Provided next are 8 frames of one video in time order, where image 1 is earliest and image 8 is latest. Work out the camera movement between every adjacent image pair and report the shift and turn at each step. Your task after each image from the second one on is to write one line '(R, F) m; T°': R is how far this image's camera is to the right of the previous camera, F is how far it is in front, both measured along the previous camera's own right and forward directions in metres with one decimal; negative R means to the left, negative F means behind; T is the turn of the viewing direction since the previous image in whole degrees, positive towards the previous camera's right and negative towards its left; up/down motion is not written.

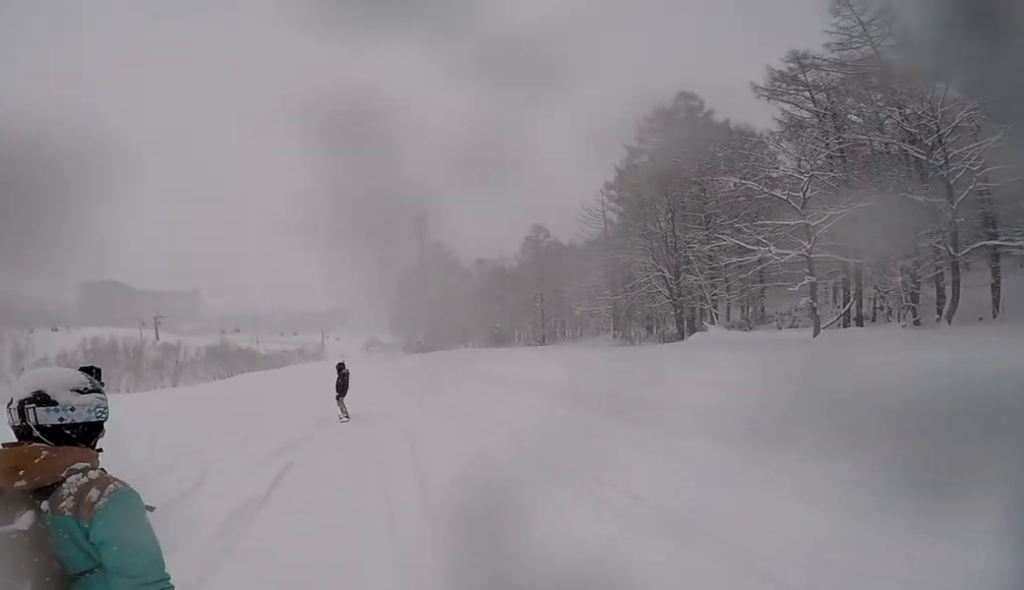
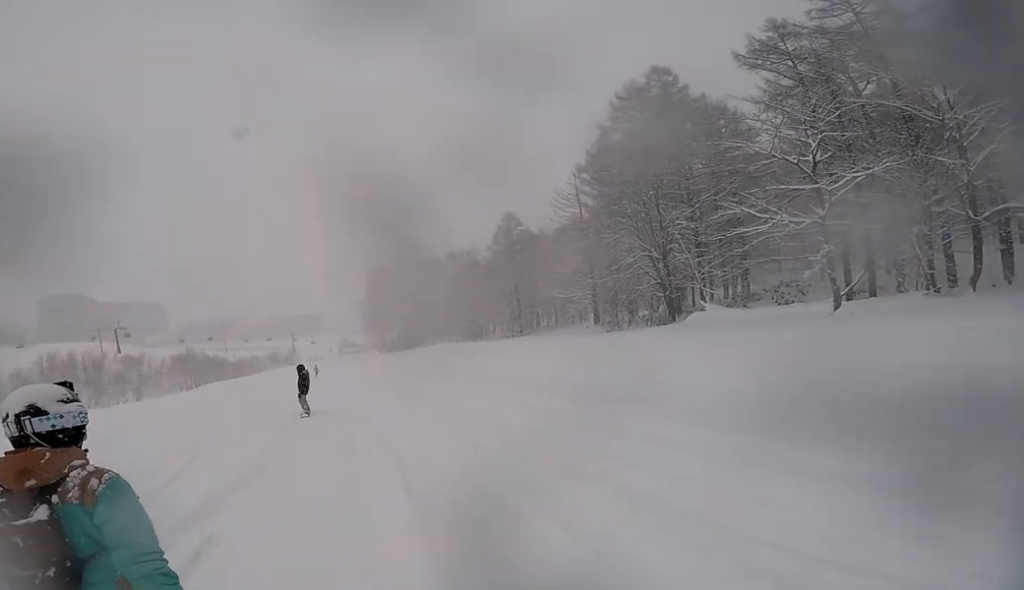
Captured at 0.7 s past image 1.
(+0.2, +3.4) m; -1°
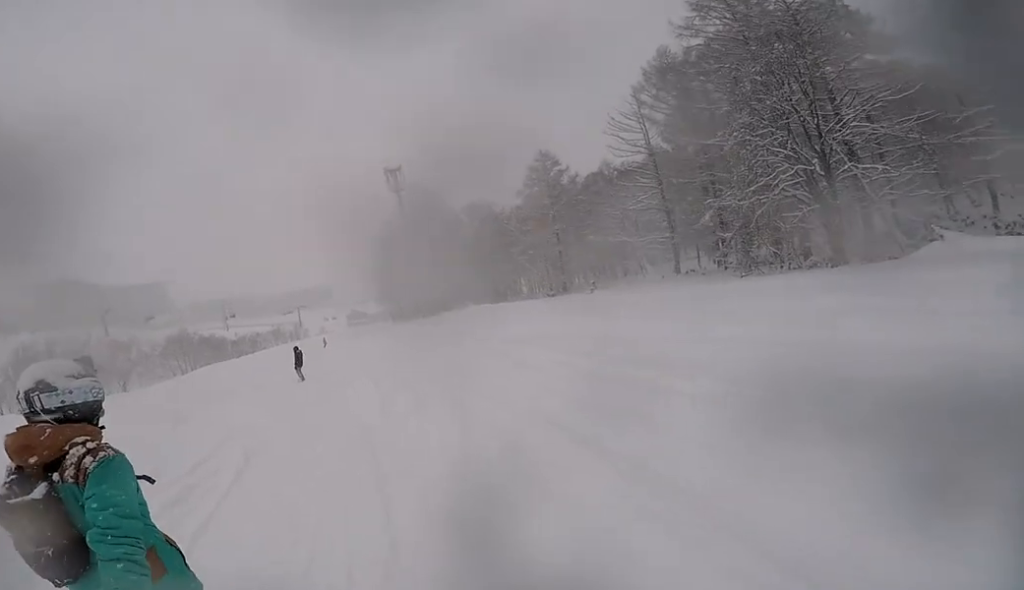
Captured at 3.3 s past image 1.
(-2.8, +12.8) m; -4°
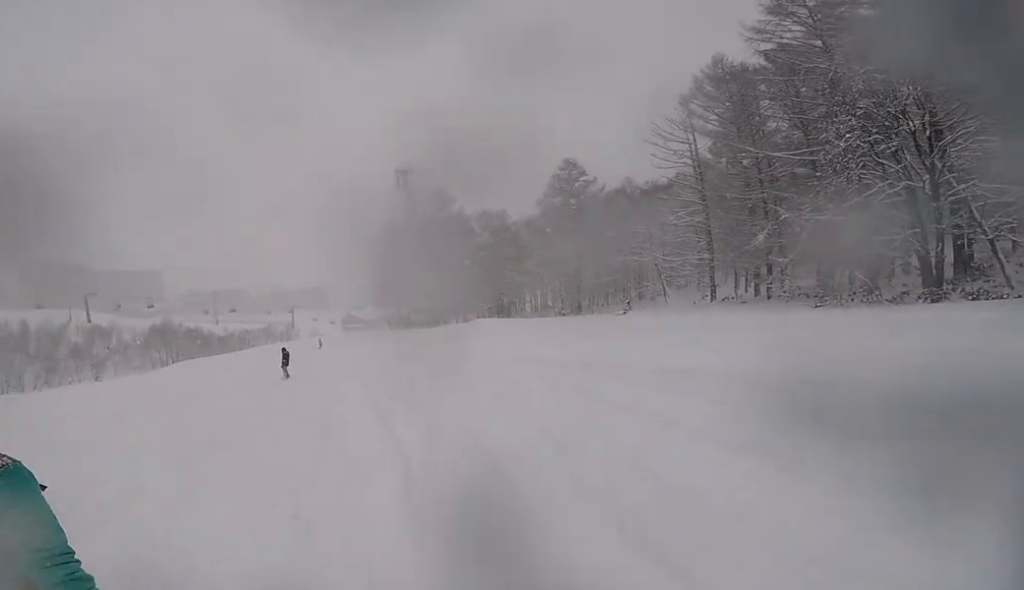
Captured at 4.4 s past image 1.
(+0.6, +5.0) m; -6°
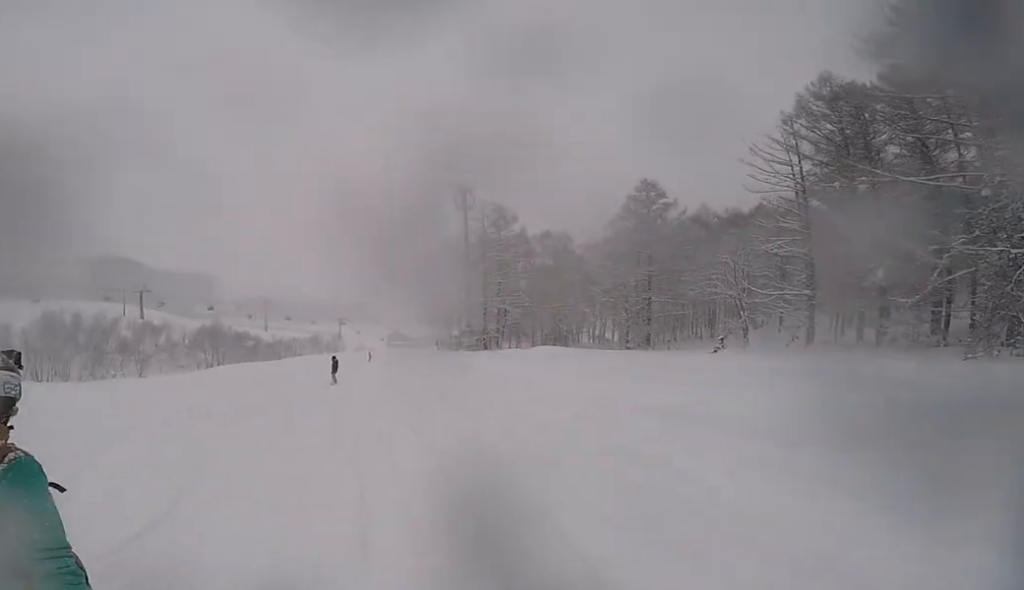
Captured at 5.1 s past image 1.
(-0.6, +3.4) m; -3°
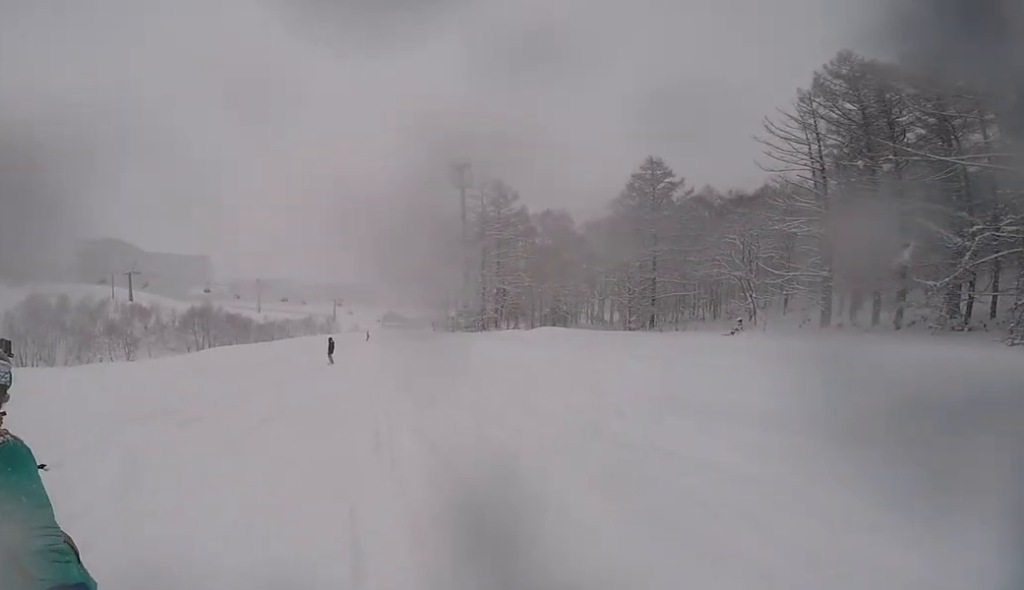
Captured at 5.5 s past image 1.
(-0.6, +2.2) m; -1°
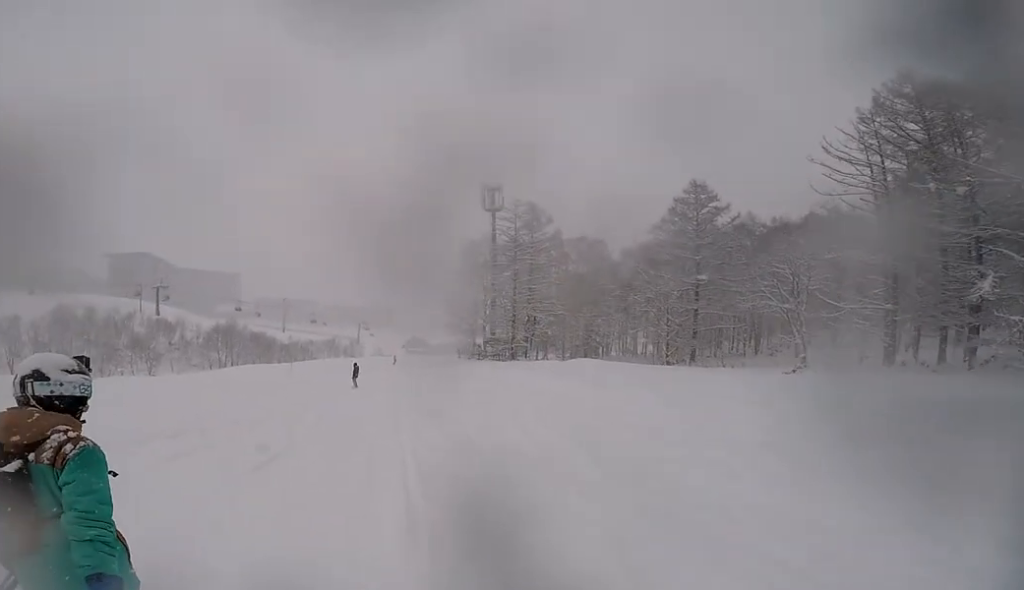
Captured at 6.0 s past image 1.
(+0.5, +2.1) m; +2°
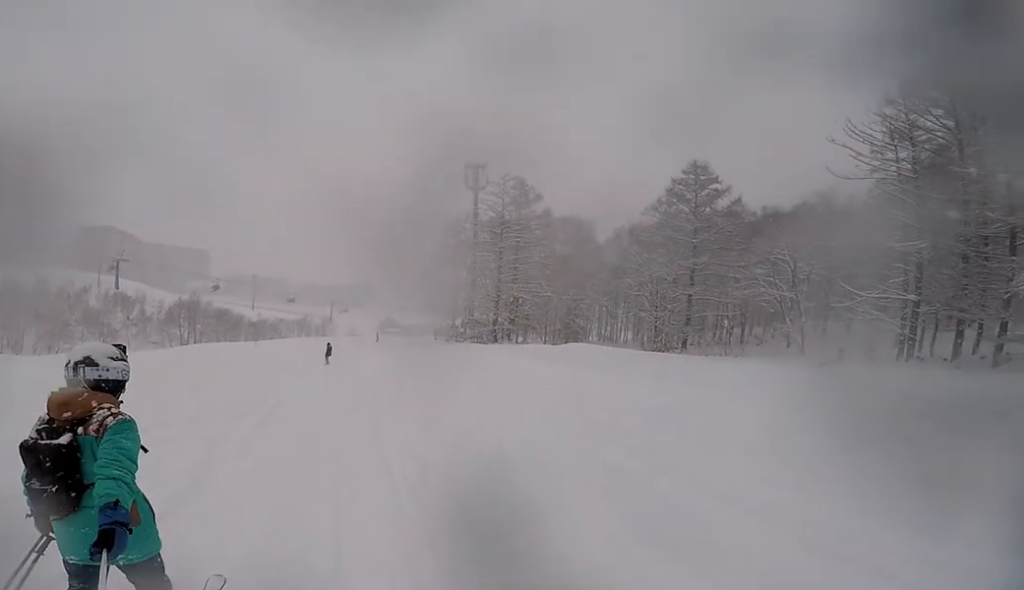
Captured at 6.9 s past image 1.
(+0.3, +4.3) m; +1°
